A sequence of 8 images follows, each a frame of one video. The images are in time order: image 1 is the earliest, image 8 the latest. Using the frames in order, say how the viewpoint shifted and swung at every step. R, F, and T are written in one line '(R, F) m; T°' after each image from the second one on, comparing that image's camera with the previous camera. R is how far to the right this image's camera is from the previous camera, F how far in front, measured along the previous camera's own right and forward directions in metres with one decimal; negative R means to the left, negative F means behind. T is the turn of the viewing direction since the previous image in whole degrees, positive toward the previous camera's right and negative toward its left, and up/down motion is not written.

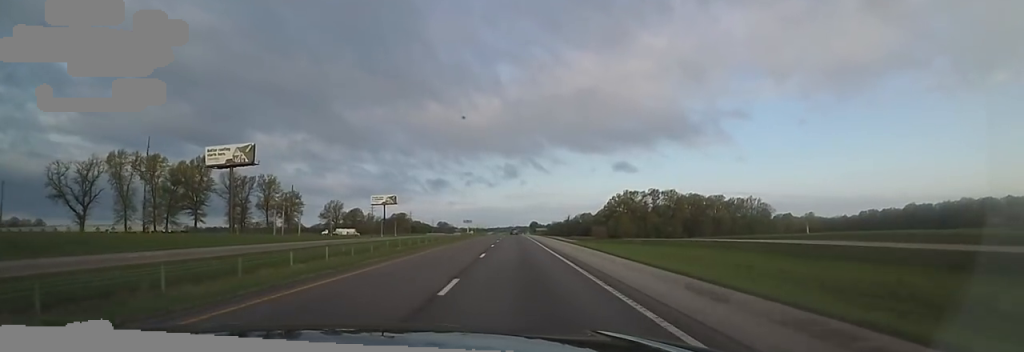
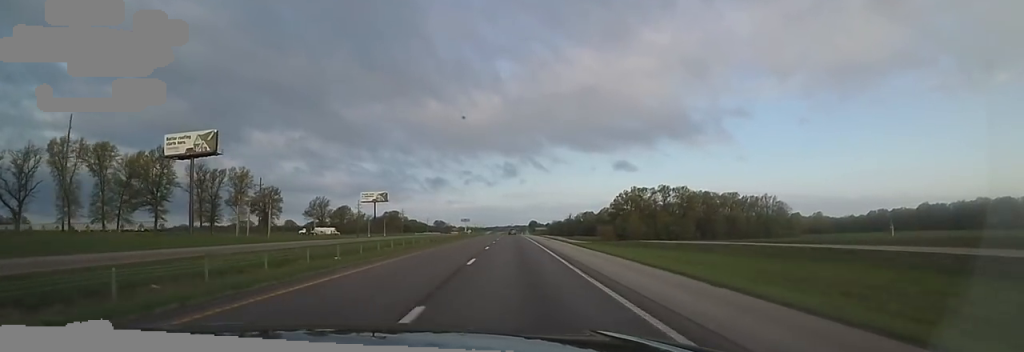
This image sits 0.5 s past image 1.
(+0.3, +16.2) m; +1°
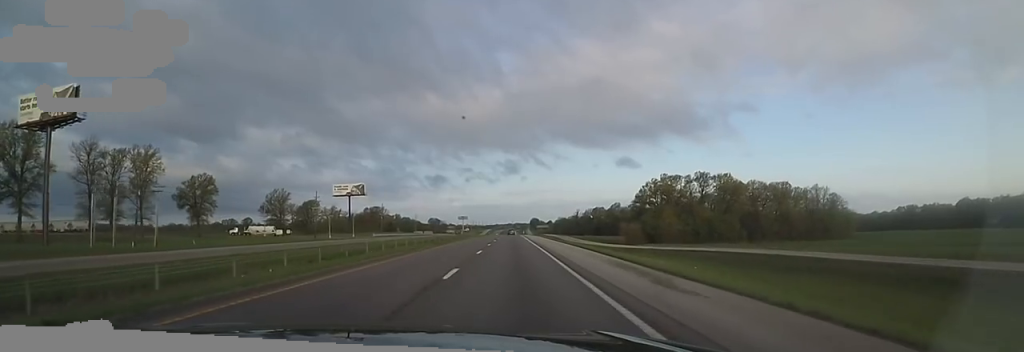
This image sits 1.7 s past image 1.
(+1.1, +40.0) m; +2°
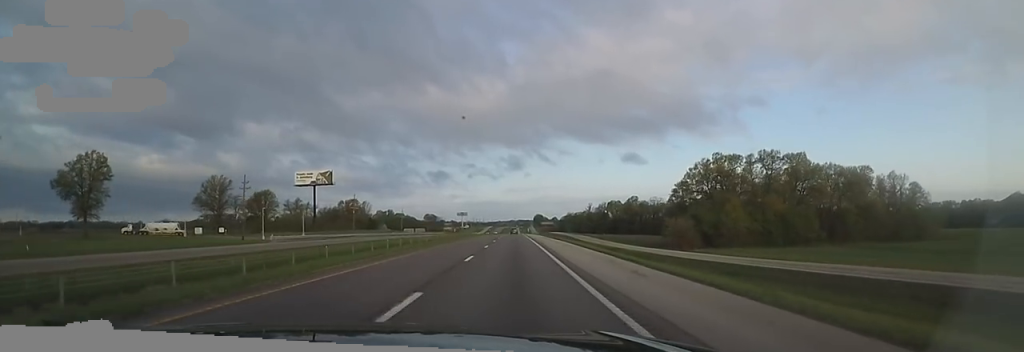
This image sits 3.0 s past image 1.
(+0.3, +41.6) m; 0°
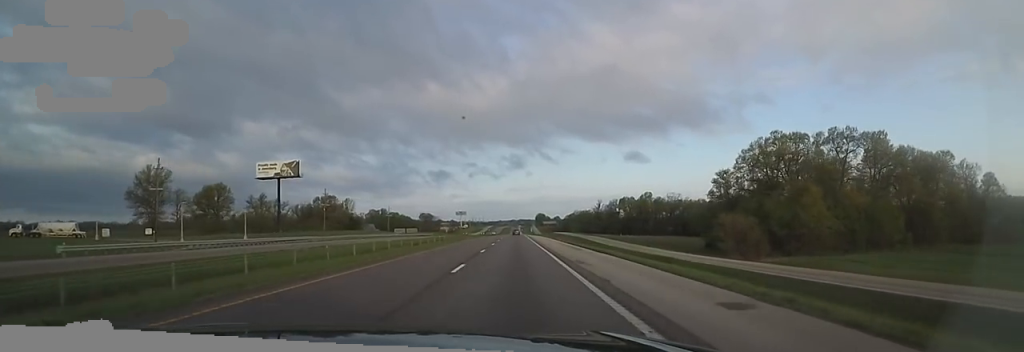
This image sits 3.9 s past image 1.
(-0.3, +29.2) m; -2°
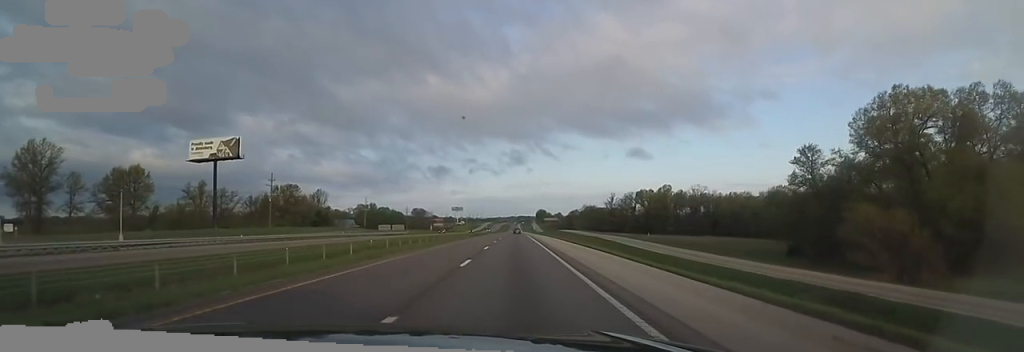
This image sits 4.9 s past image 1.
(-1.2, +35.3) m; -1°
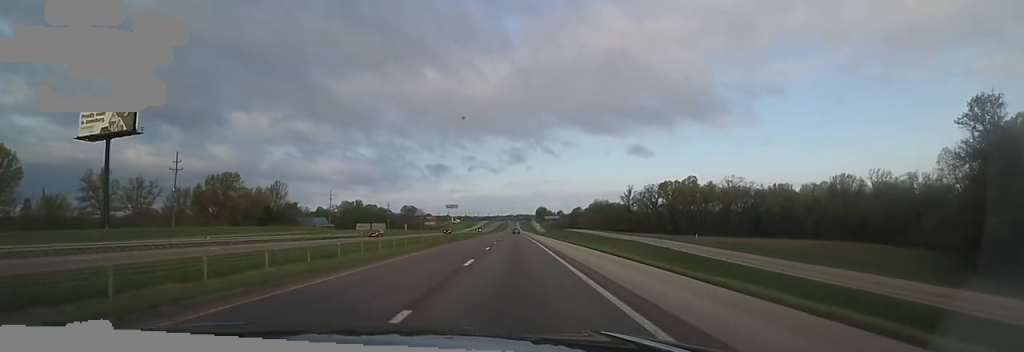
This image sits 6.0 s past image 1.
(+0.9, +36.6) m; +2°
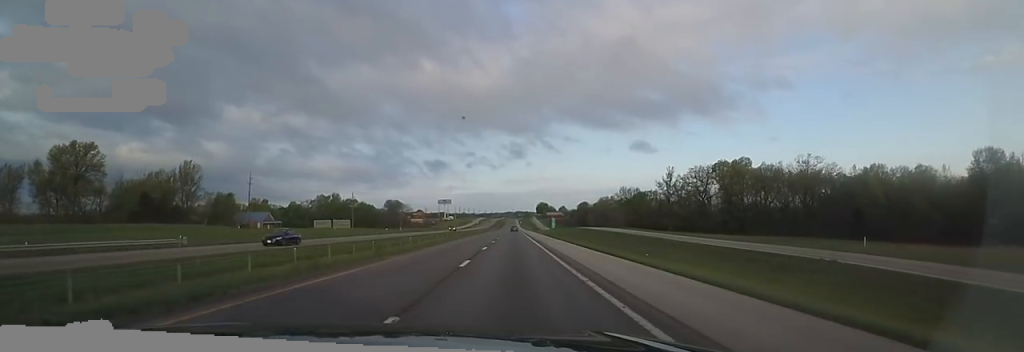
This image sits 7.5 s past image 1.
(+0.4, +51.5) m; 0°
